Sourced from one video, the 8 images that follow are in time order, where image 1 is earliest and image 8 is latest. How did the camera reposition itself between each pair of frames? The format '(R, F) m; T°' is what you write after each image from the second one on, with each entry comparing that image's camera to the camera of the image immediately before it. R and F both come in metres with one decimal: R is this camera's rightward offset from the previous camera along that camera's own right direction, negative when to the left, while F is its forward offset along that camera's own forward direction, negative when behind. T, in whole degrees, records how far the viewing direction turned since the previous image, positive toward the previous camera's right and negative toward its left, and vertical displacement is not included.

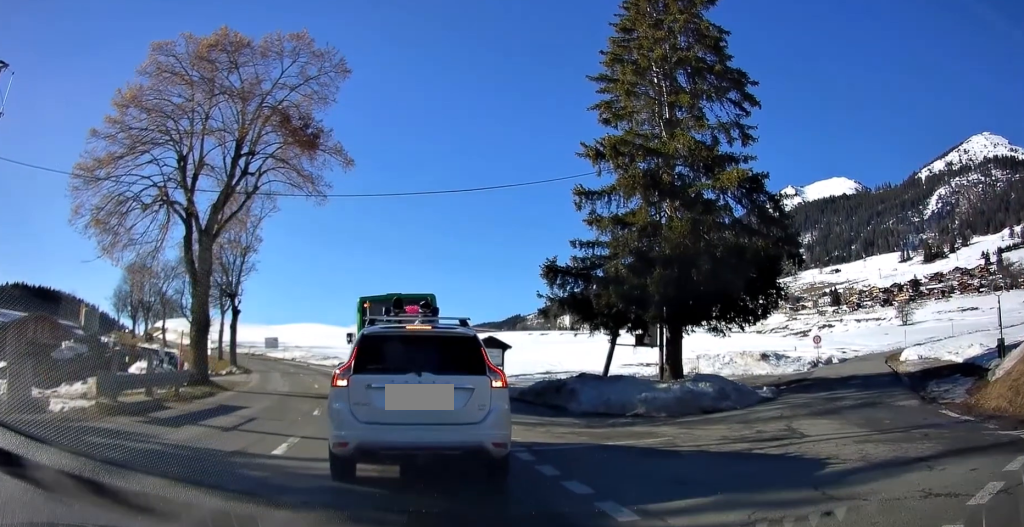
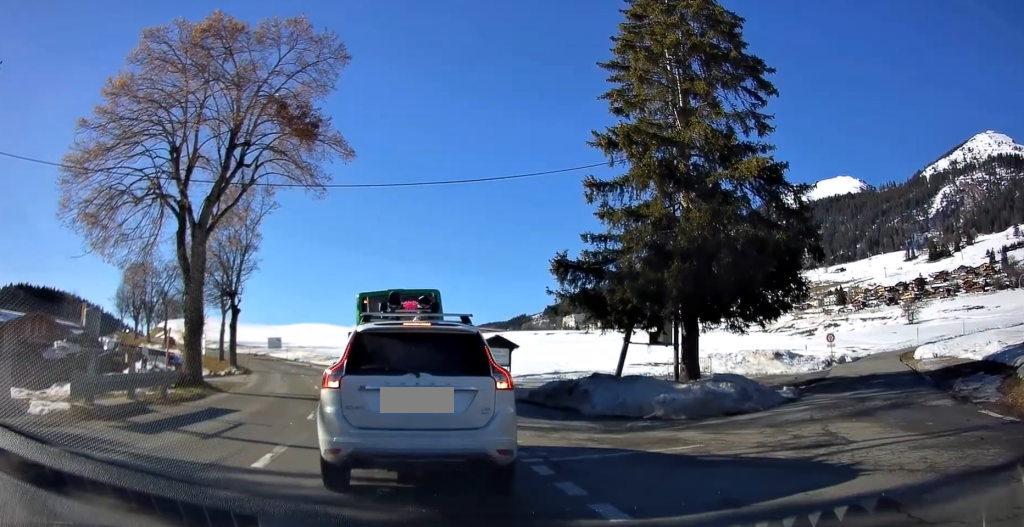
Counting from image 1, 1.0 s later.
(+0.3, +1.3) m; 0°
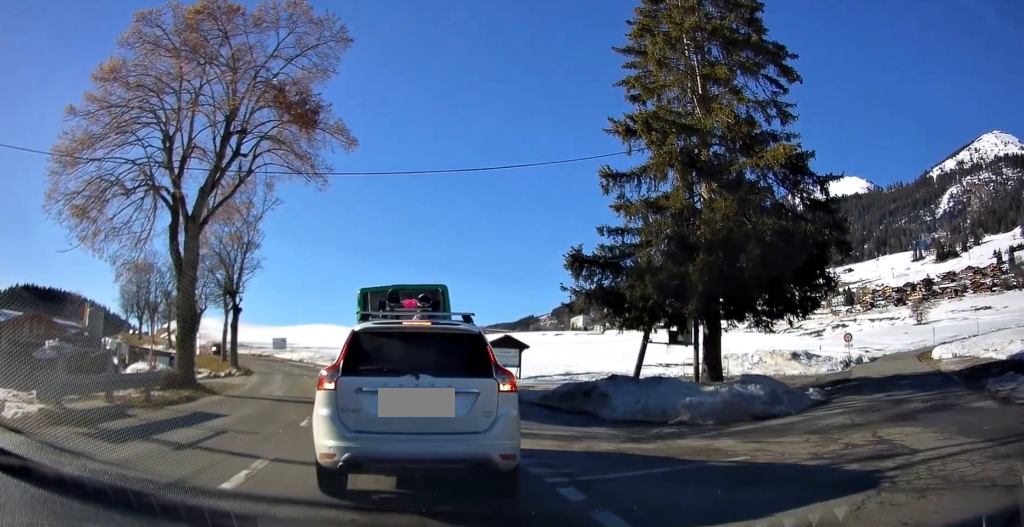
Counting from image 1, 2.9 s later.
(-0.4, +1.5) m; 0°
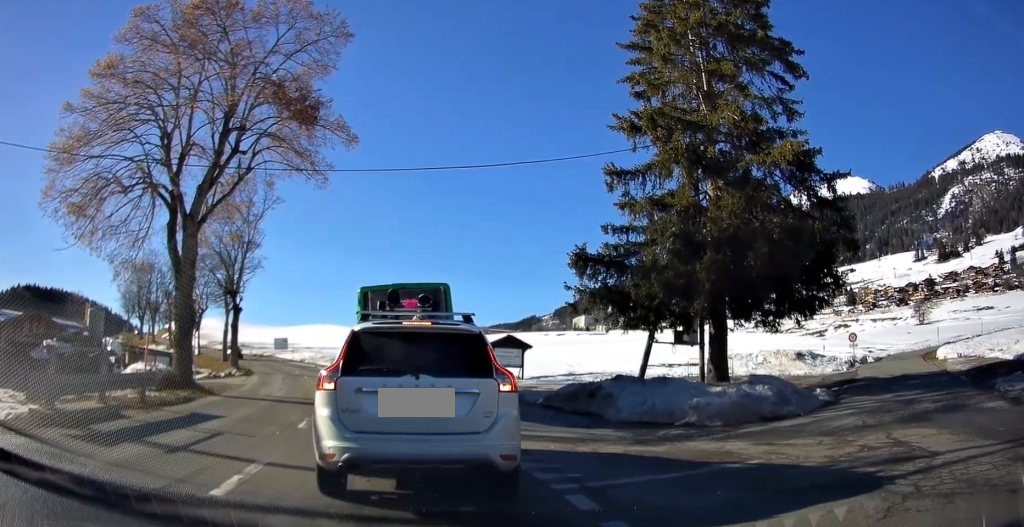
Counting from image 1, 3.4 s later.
(+0.1, +0.4) m; 0°
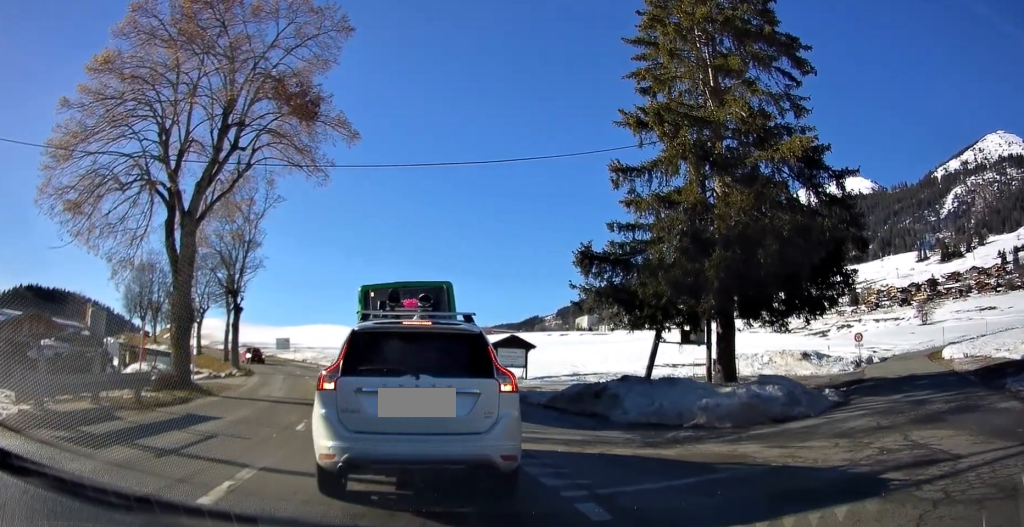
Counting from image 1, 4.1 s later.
(+0.1, +0.4) m; 0°
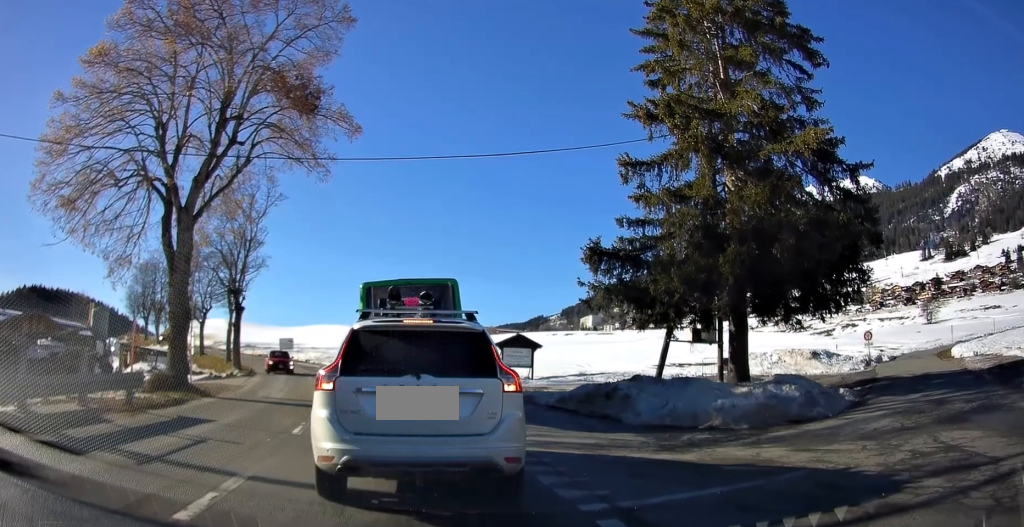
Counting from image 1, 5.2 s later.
(+0.2, +0.7) m; 0°
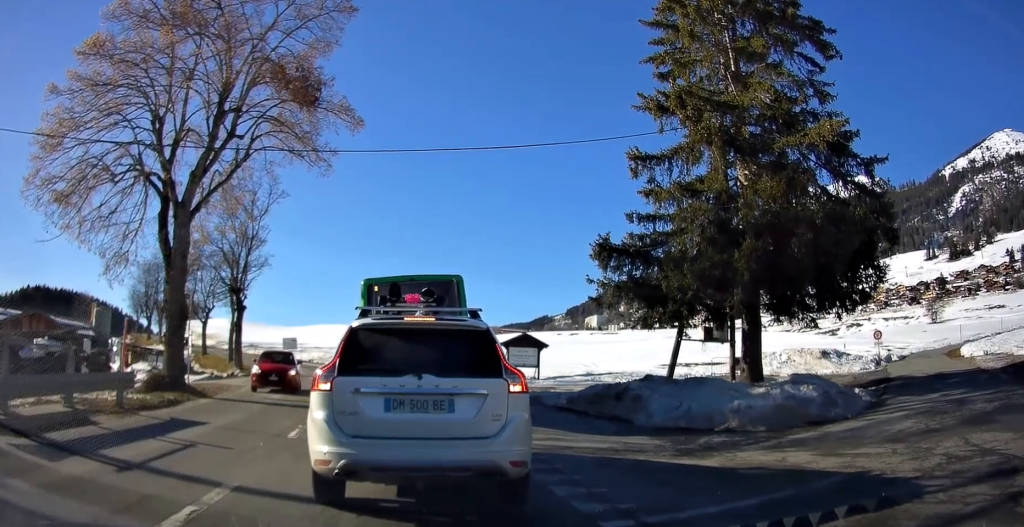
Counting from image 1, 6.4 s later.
(-0.1, +0.7) m; 0°
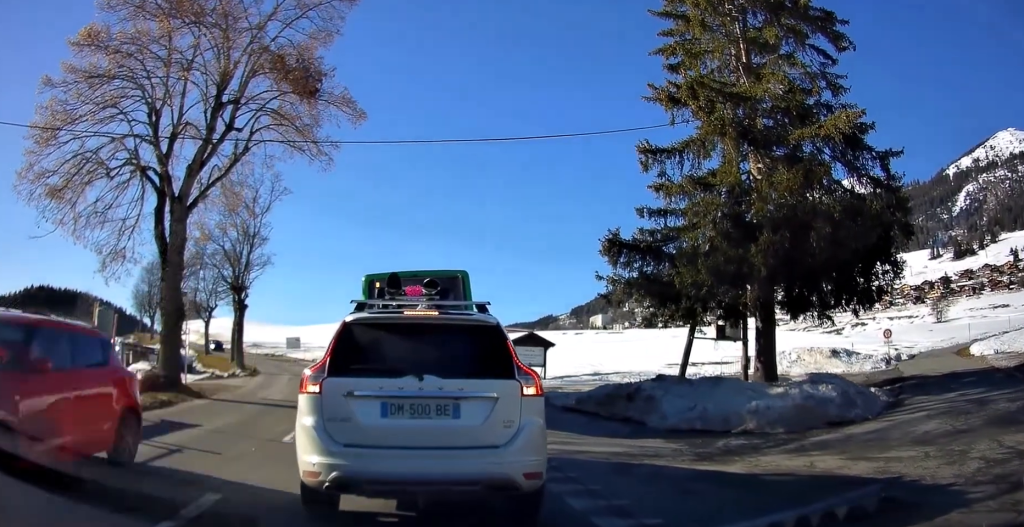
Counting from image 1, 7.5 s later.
(-0.3, +0.5) m; 0°
